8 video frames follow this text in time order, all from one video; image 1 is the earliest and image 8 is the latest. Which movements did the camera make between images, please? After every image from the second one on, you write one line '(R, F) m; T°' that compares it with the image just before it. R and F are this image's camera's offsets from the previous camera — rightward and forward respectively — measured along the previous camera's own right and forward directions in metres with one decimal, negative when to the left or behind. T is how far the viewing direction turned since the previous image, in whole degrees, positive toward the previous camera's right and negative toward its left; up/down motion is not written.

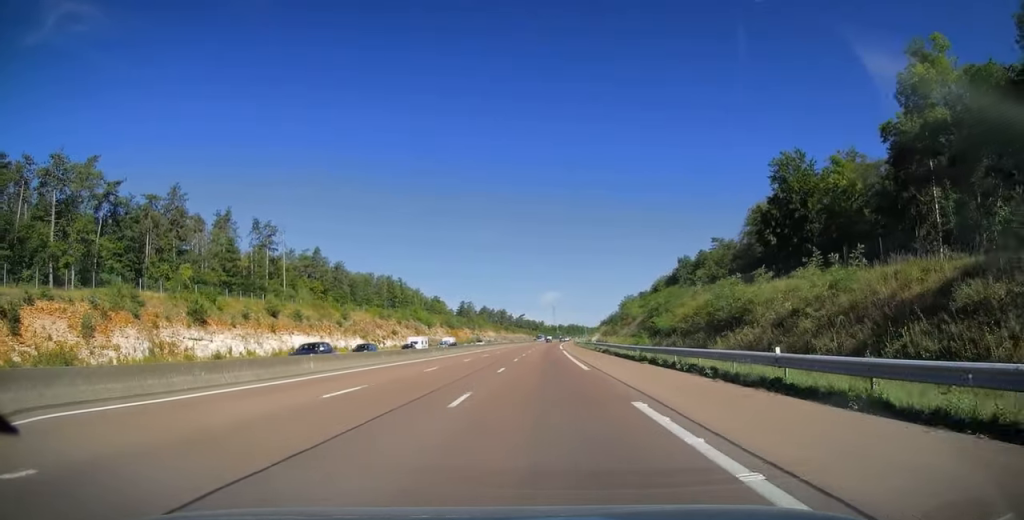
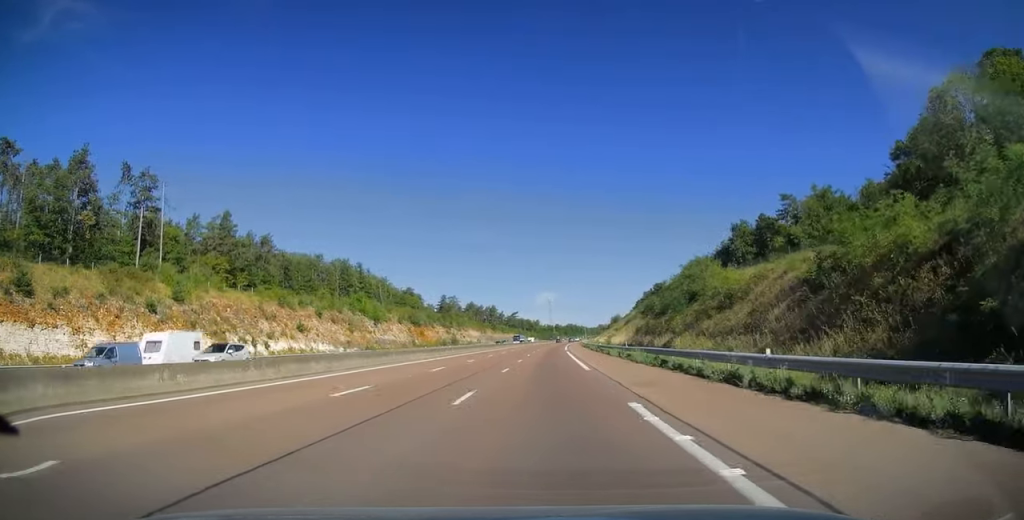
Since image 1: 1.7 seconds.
(+0.2, +51.8) m; 0°
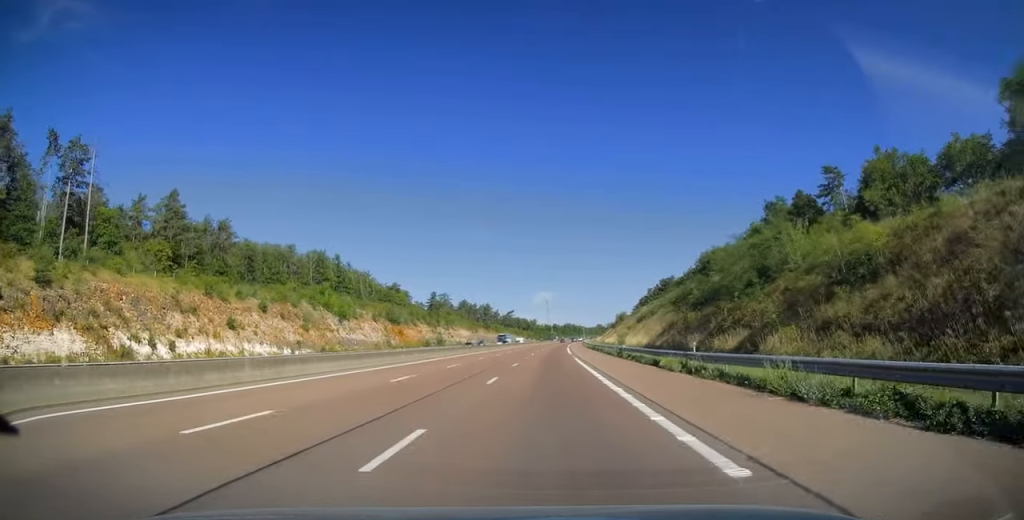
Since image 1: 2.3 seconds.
(-0.2, +19.8) m; 0°
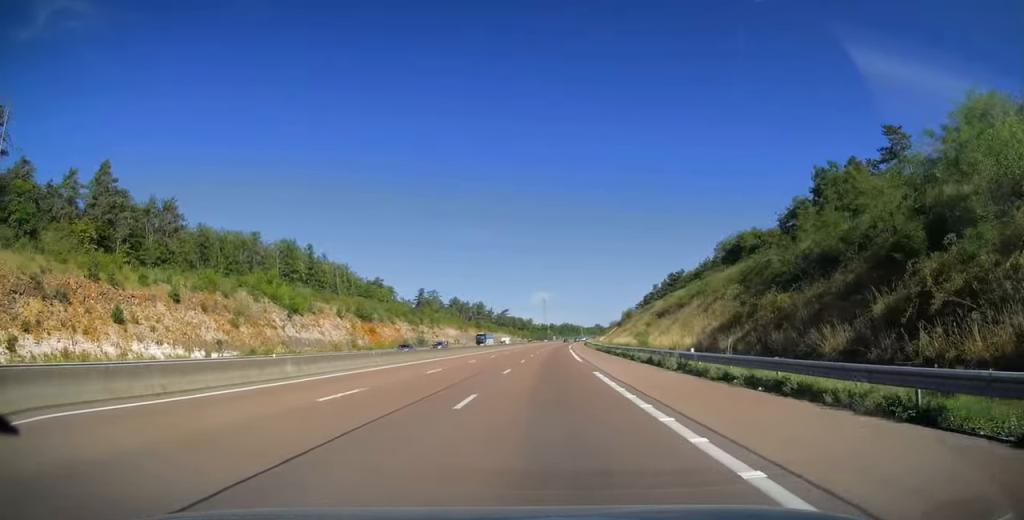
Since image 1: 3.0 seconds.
(+0.3, +20.4) m; +1°
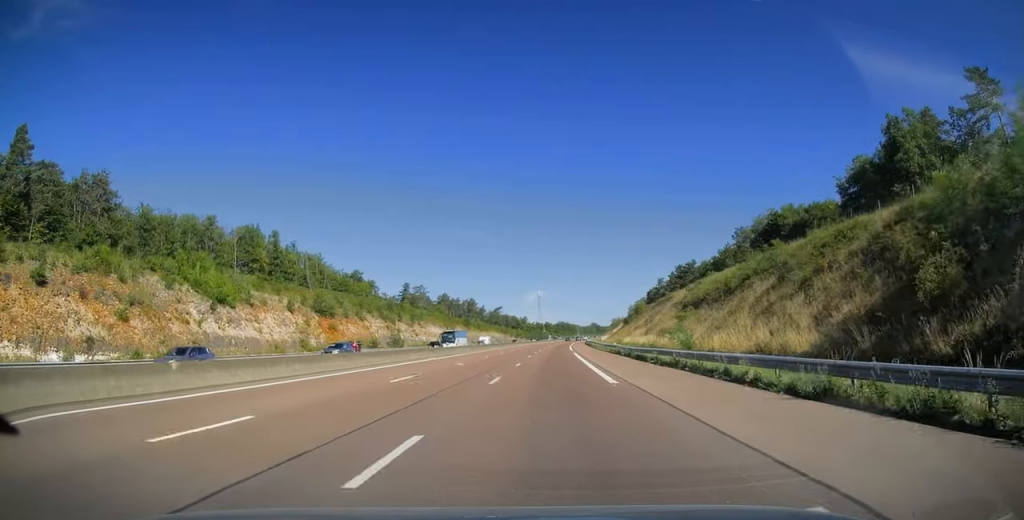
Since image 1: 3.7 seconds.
(+0.1, +19.7) m; +1°
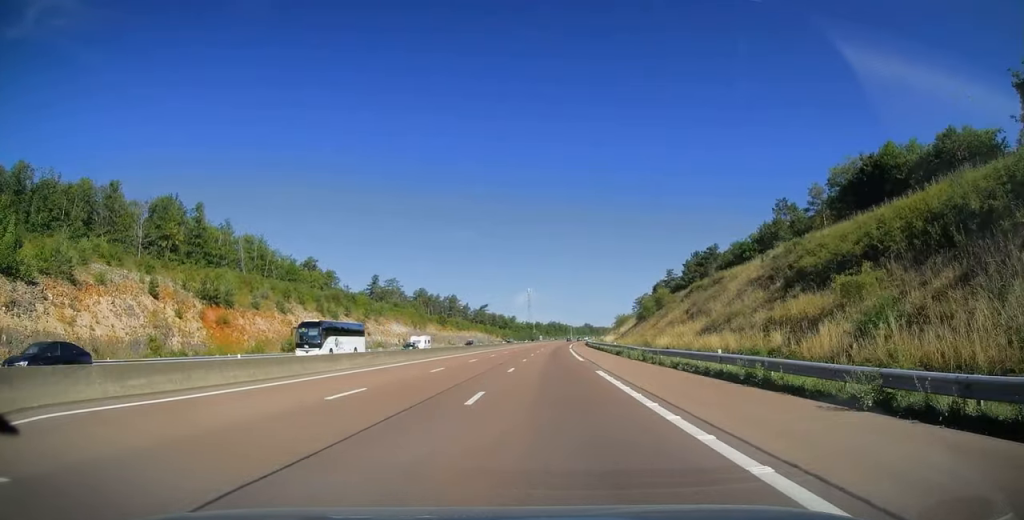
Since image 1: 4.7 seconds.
(+0.2, +31.8) m; +1°
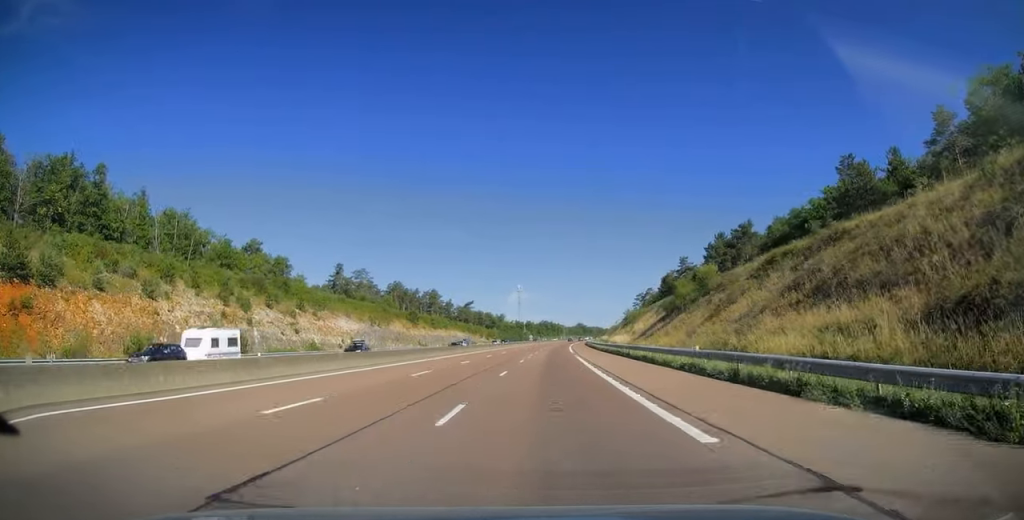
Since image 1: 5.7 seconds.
(+0.3, +29.3) m; +1°
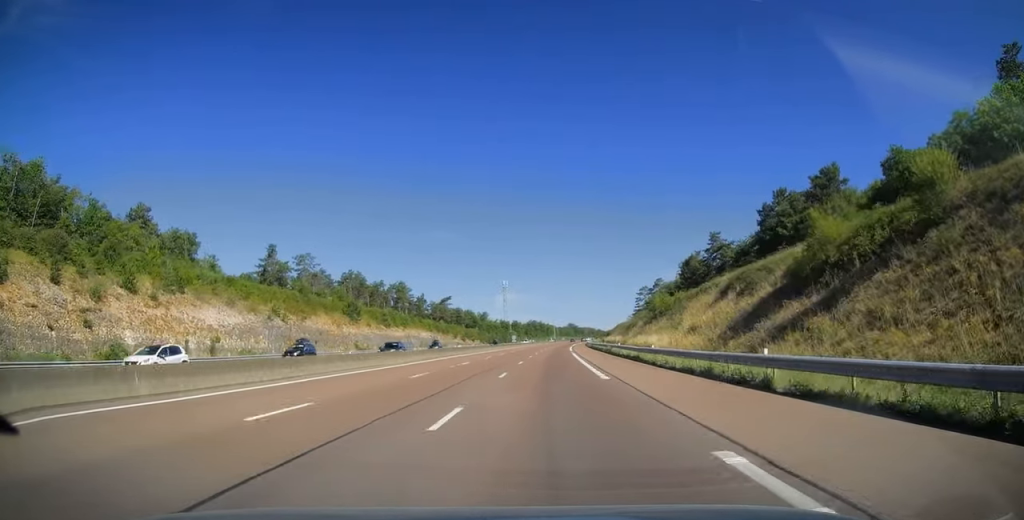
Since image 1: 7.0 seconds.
(+0.1, +39.4) m; 0°
